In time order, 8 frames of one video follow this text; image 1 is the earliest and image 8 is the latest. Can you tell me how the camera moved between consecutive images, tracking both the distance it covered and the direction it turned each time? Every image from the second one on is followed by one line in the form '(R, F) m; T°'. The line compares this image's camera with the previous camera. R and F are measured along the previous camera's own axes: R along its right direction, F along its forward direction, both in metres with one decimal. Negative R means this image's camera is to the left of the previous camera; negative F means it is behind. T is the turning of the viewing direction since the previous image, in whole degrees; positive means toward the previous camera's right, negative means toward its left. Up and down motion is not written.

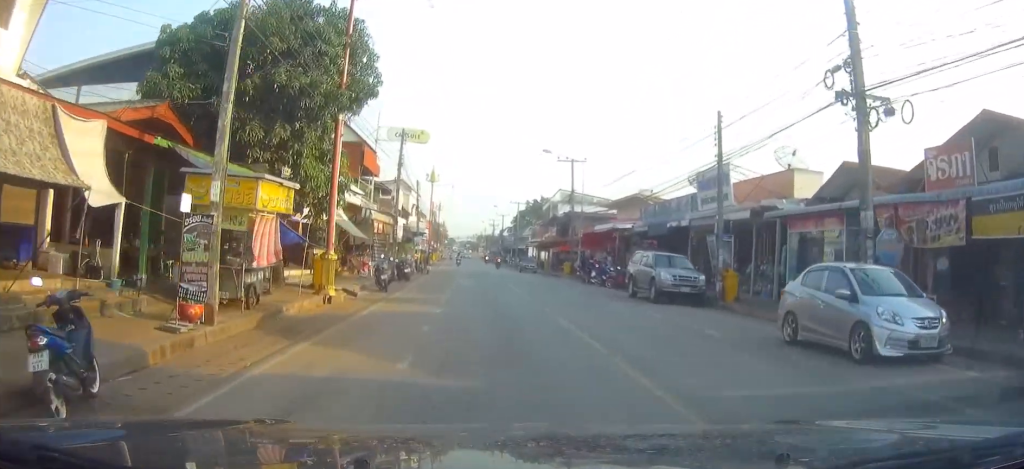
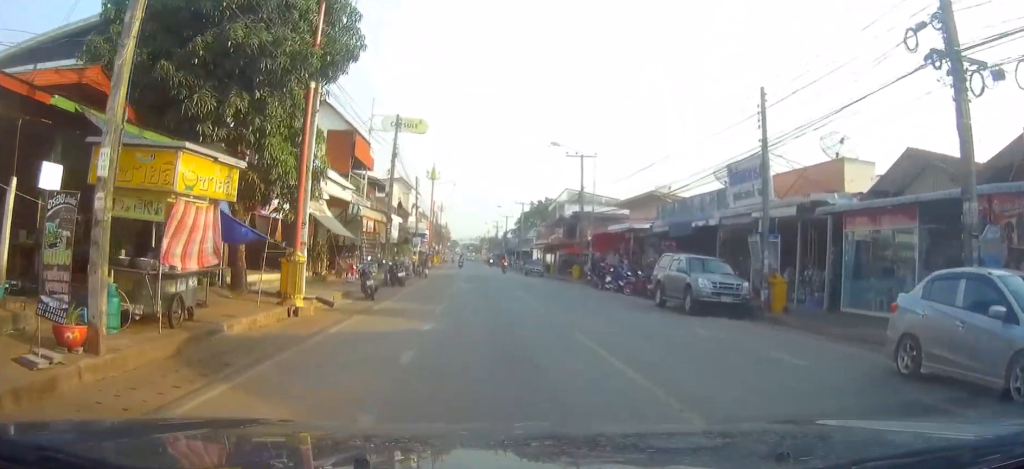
(0.0, +3.8) m; 0°
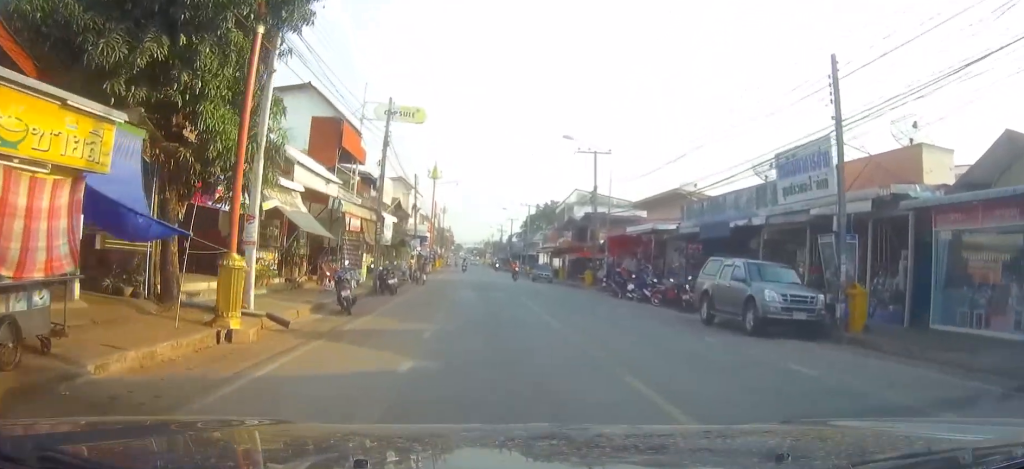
(+0.1, +4.5) m; 0°
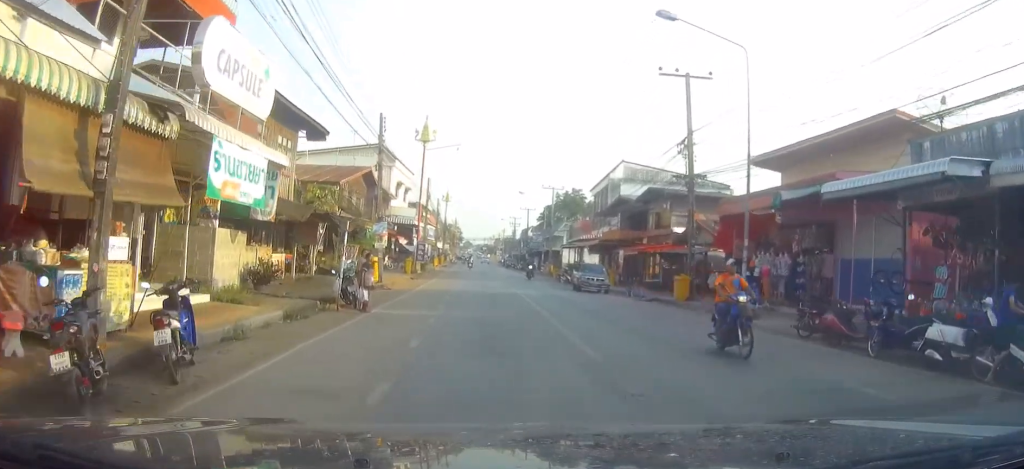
(-0.2, +21.9) m; -1°
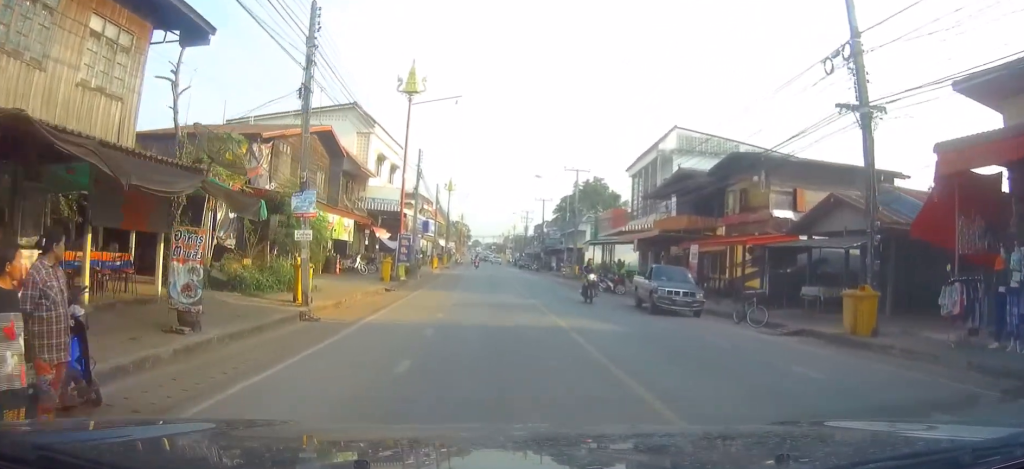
(-0.2, +14.2) m; -1°
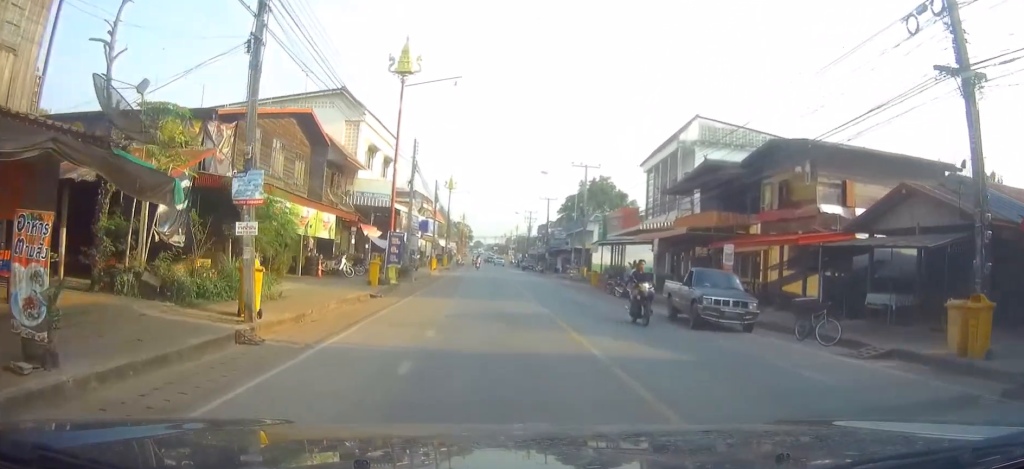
(0.0, +4.2) m; 0°
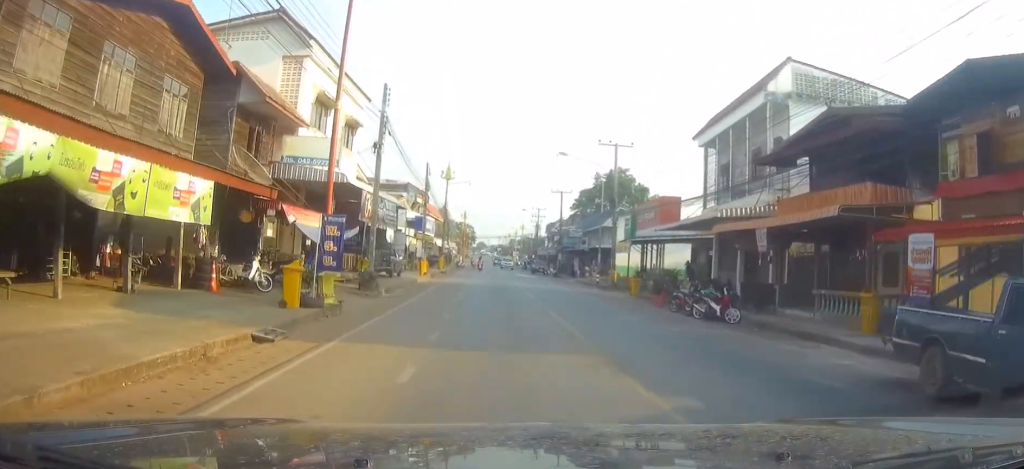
(0.0, +12.6) m; 0°
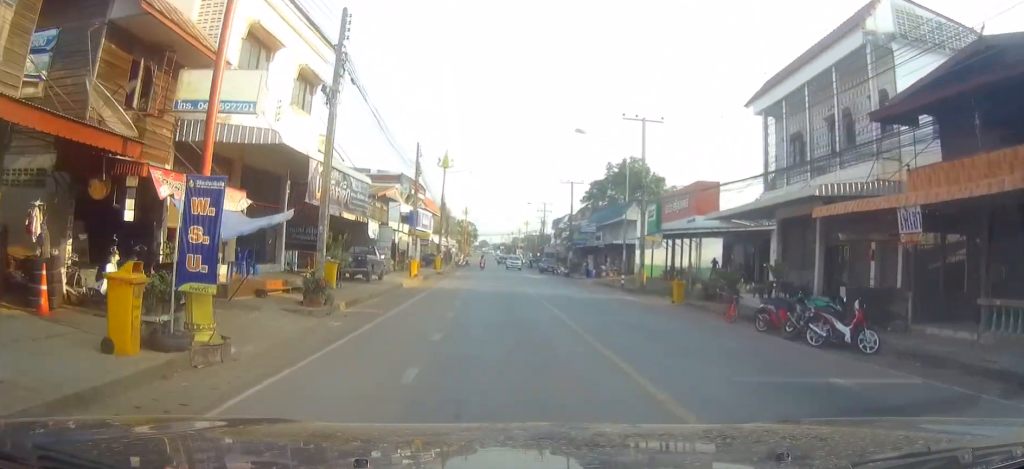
(0.0, +8.4) m; 0°
